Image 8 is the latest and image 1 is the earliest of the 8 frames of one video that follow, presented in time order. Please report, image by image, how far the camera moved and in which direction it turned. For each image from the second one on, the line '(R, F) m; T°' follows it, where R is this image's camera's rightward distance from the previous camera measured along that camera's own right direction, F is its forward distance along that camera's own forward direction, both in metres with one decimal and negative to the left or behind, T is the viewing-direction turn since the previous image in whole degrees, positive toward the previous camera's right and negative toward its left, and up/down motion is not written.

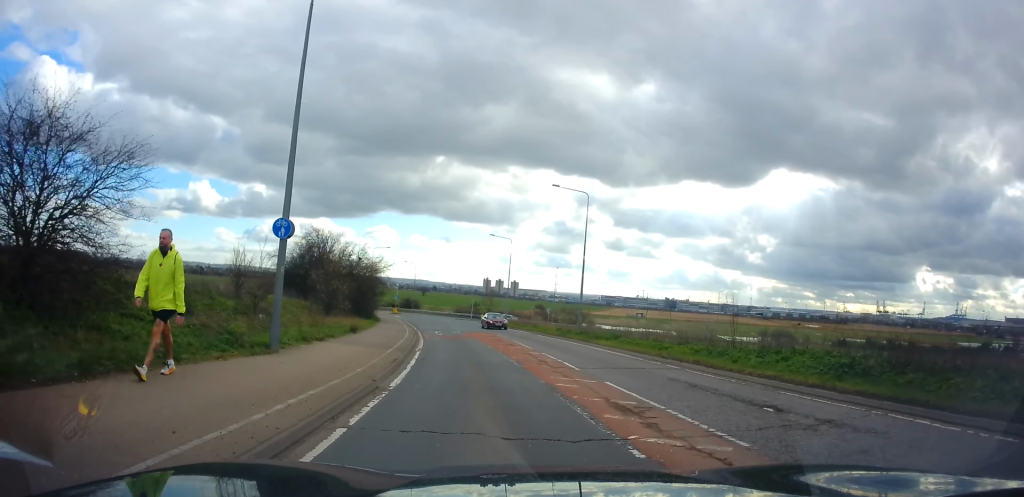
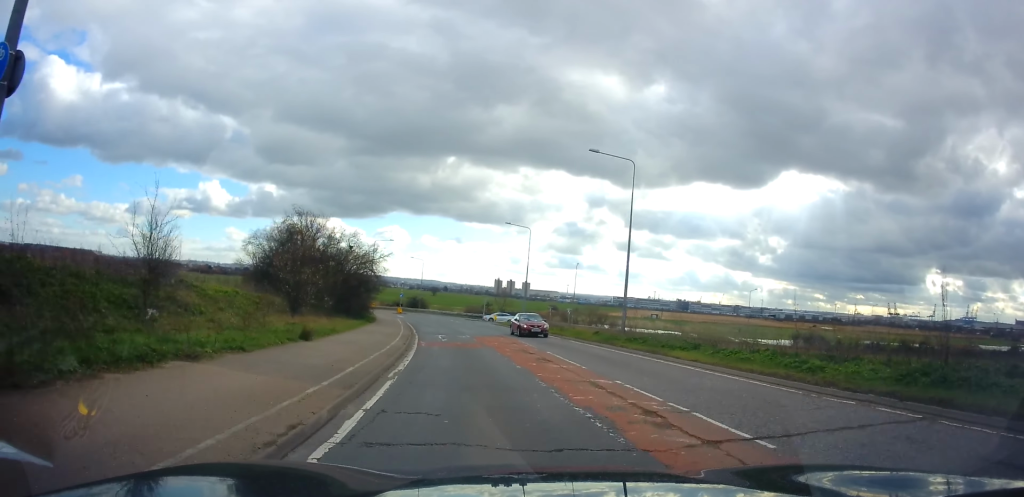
(-0.1, +8.9) m; -1°
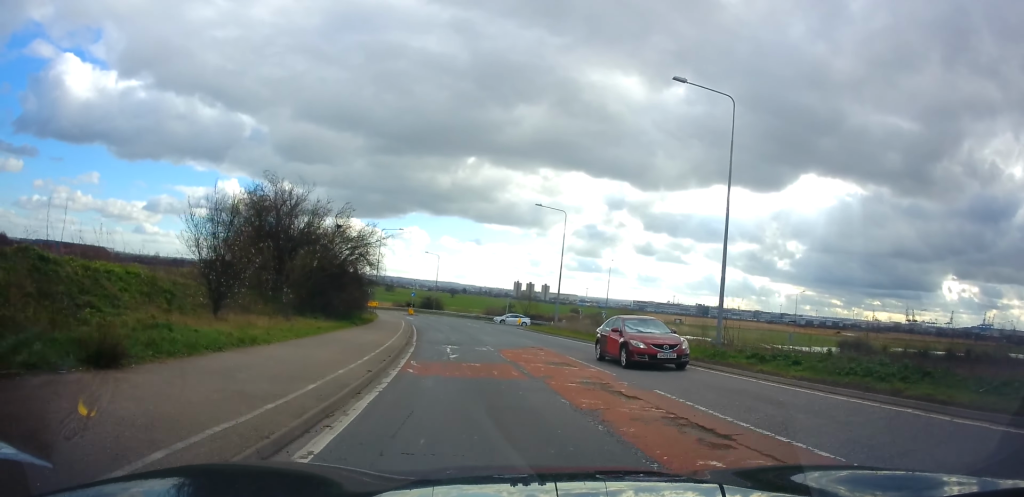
(-0.1, +10.5) m; -2°
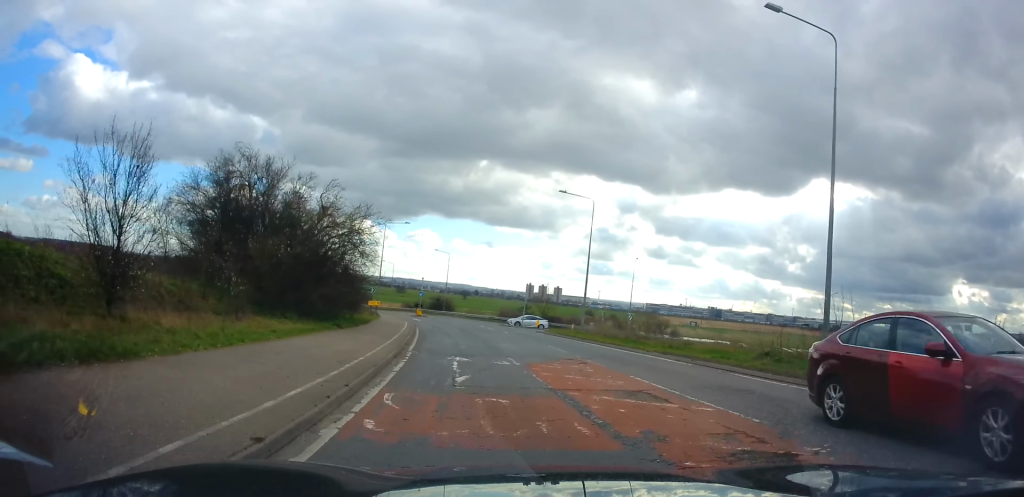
(0.0, +6.4) m; -2°
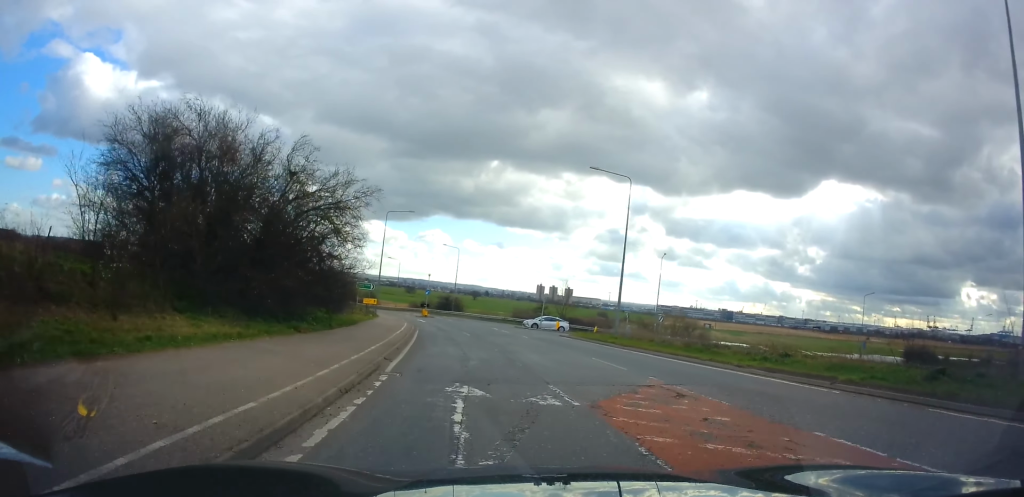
(-0.1, +7.0) m; -1°
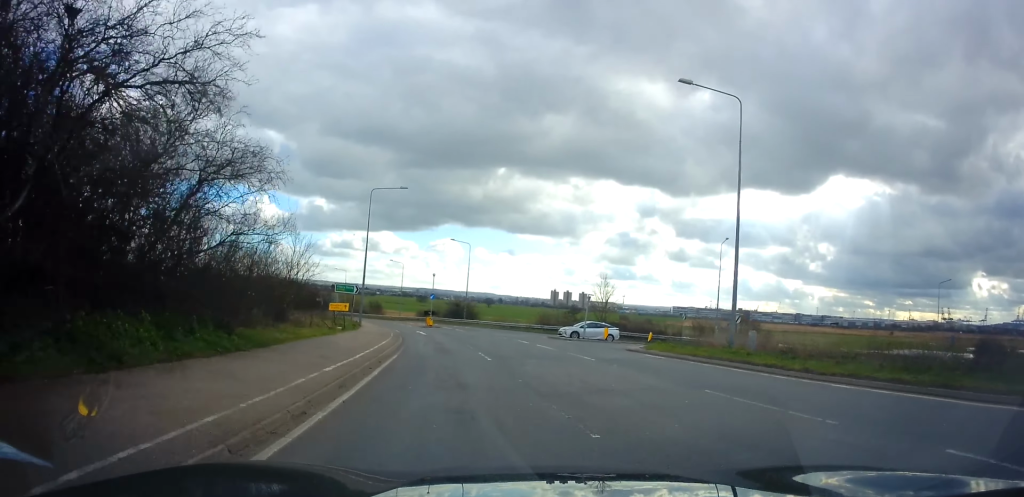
(-0.3, +14.2) m; 0°
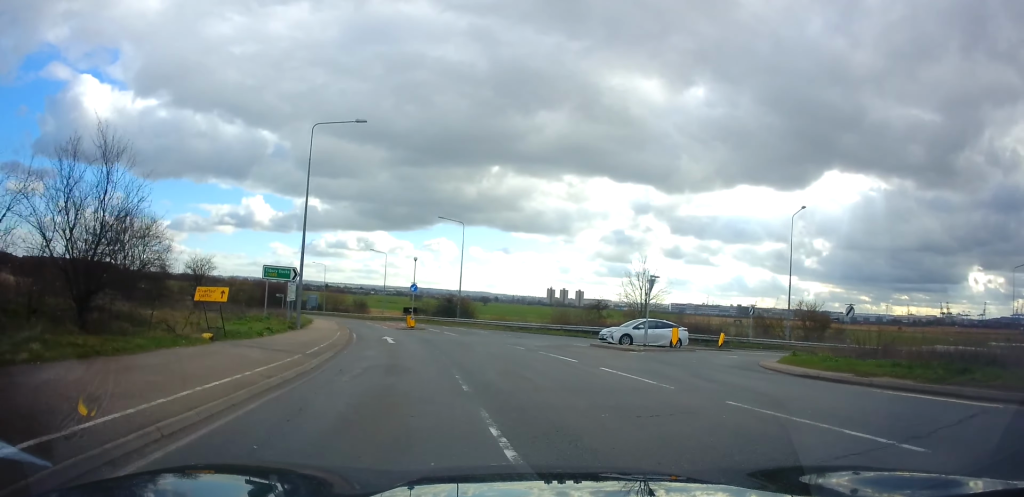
(+0.3, +14.7) m; 0°
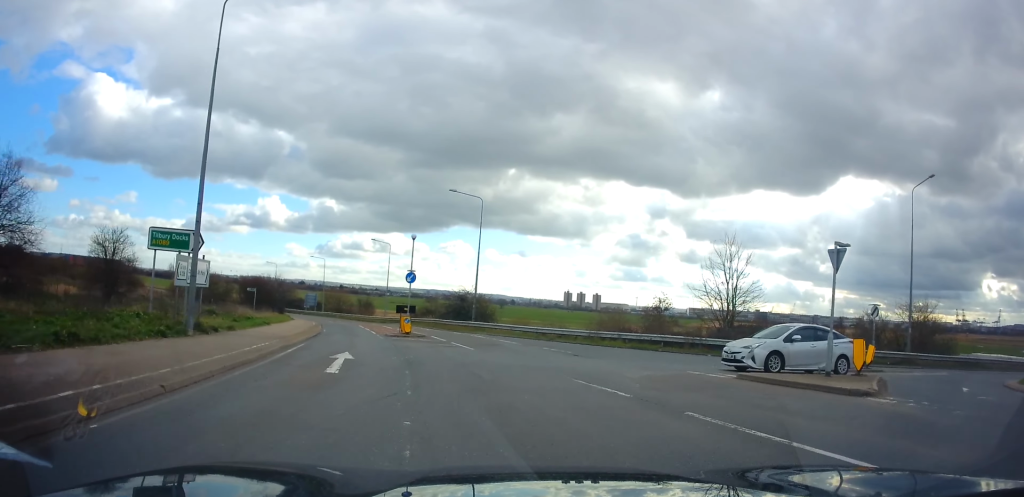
(-0.4, +12.6) m; -4°
